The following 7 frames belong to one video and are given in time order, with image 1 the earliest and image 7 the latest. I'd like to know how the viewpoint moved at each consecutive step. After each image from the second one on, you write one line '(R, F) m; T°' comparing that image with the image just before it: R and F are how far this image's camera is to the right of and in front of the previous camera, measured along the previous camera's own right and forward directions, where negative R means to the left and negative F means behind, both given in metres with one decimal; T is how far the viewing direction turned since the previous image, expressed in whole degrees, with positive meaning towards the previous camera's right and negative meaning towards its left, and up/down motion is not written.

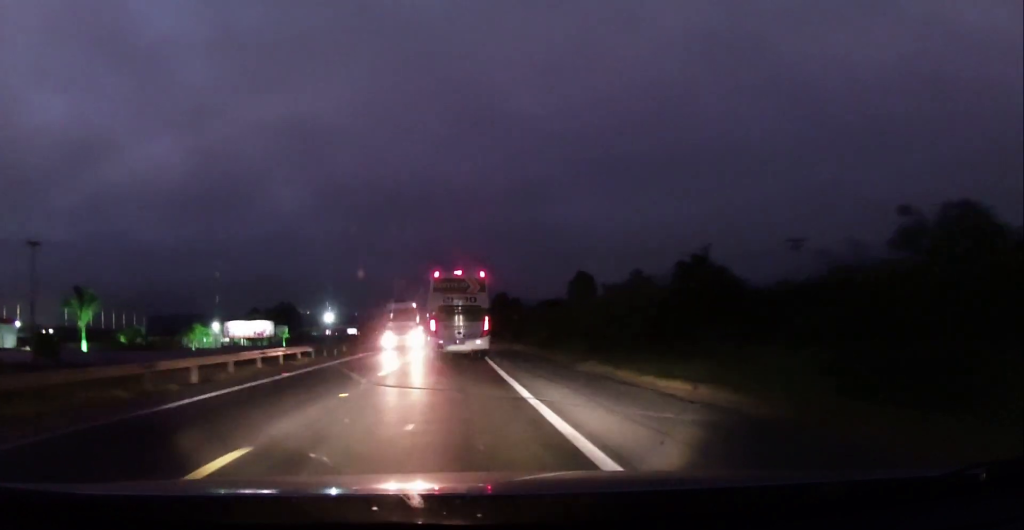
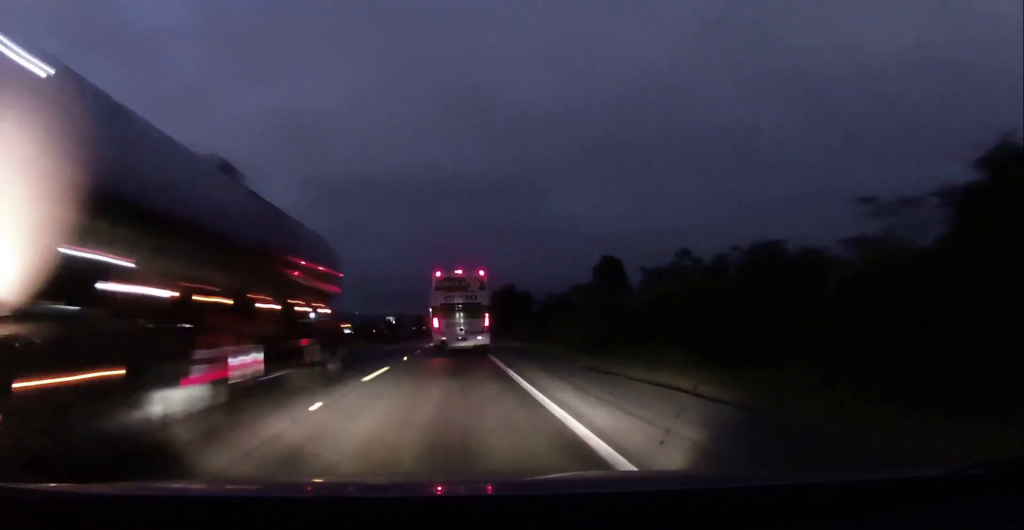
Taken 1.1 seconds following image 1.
(-0.3, +22.2) m; 0°
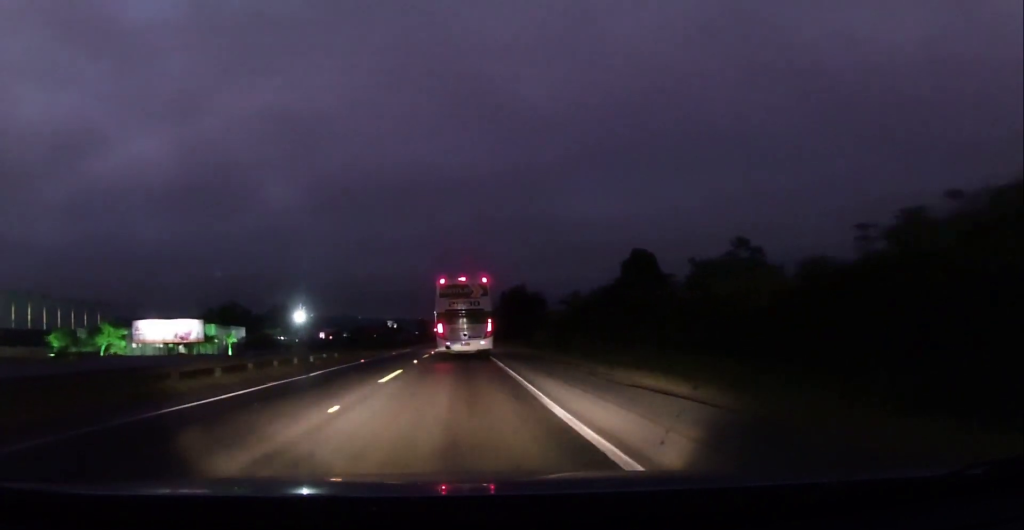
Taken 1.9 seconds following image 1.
(-0.1, +16.2) m; +1°
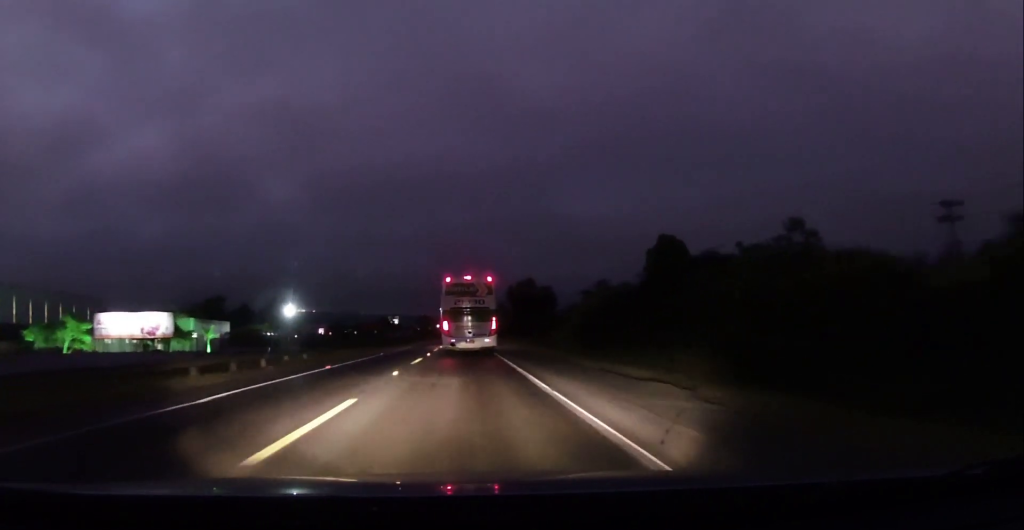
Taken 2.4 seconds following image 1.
(+0.4, +10.9) m; 0°
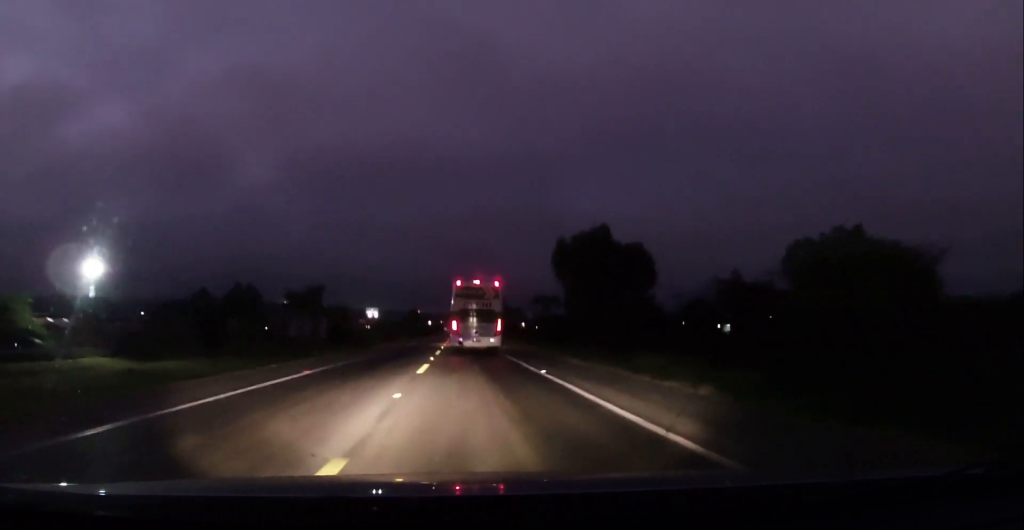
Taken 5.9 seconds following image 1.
(-2.2, +71.6) m; -2°
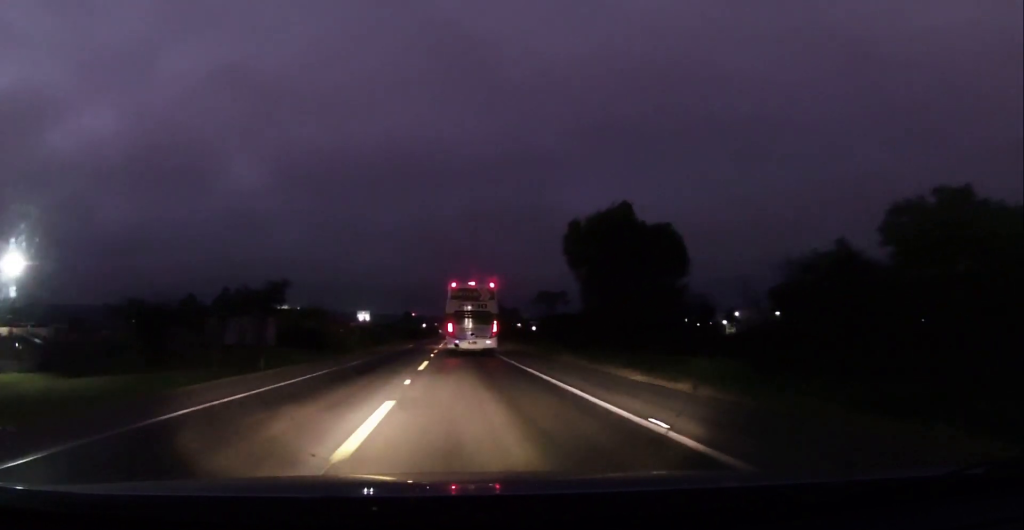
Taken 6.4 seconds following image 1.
(+0.1, +11.6) m; 0°
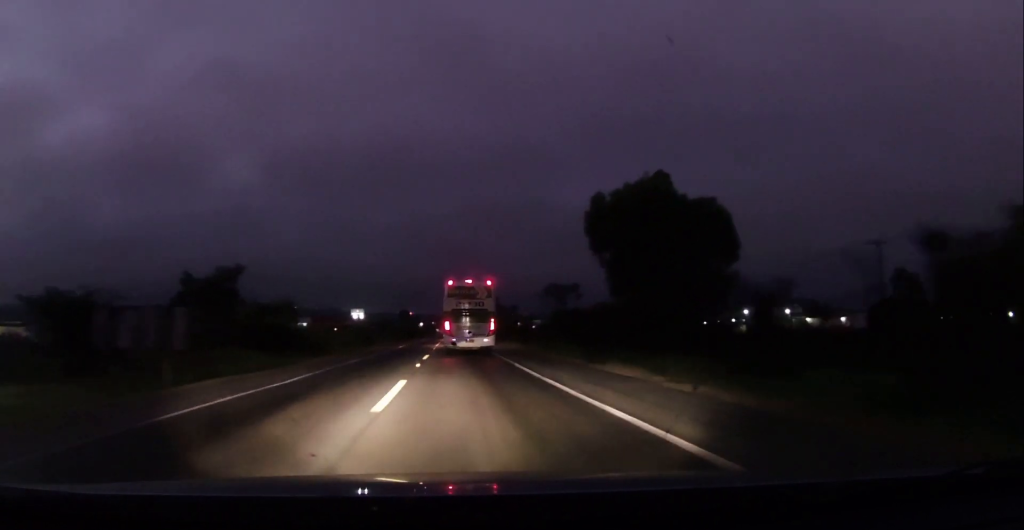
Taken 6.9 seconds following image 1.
(0.0, +10.9) m; 0°
